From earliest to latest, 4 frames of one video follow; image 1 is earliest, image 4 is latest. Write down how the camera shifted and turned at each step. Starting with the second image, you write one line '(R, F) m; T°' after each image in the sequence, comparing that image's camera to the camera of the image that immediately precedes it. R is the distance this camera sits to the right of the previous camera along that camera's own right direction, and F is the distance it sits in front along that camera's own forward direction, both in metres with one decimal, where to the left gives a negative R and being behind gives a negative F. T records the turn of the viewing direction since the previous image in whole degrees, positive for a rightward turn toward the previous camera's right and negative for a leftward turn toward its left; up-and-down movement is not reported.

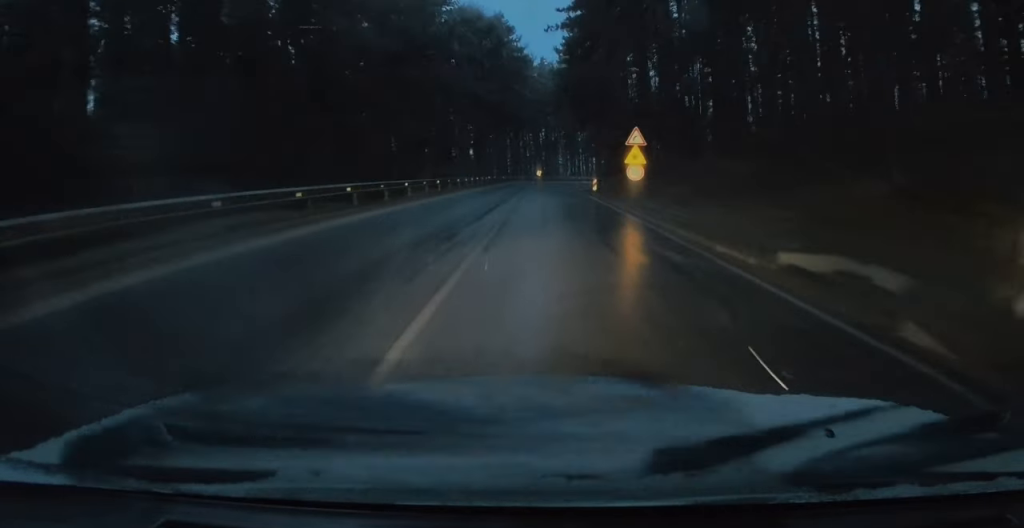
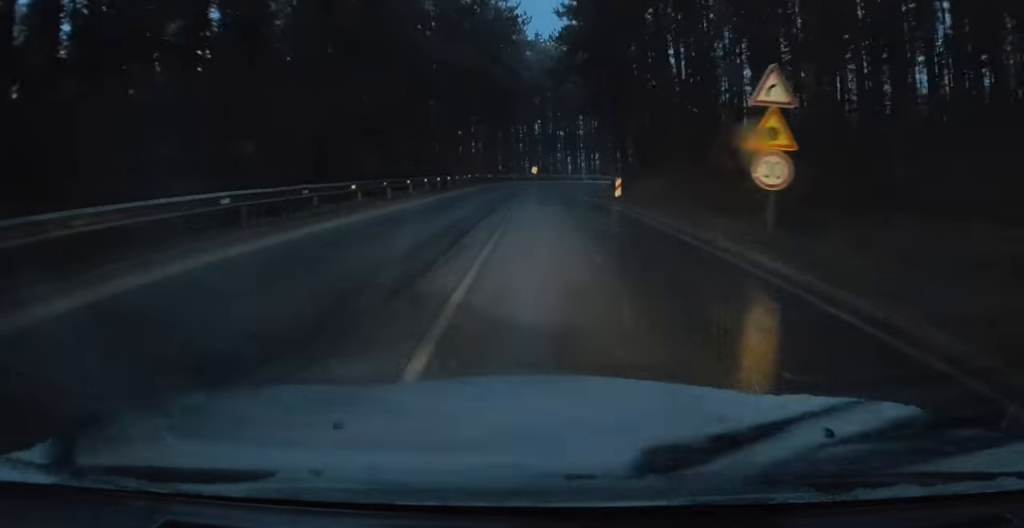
(0.0, +14.8) m; +3°
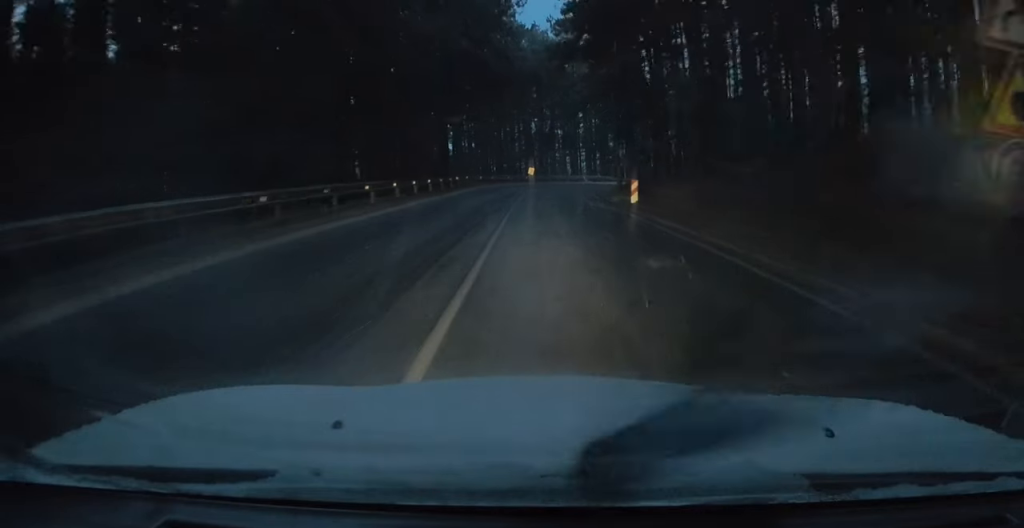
(+0.1, +5.8) m; +2°
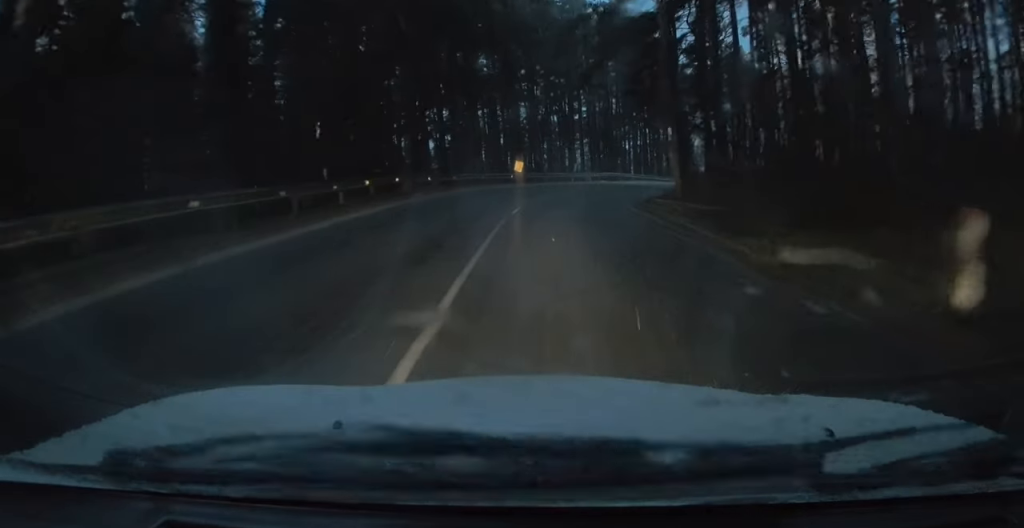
(+1.3, +20.5) m; +7°
